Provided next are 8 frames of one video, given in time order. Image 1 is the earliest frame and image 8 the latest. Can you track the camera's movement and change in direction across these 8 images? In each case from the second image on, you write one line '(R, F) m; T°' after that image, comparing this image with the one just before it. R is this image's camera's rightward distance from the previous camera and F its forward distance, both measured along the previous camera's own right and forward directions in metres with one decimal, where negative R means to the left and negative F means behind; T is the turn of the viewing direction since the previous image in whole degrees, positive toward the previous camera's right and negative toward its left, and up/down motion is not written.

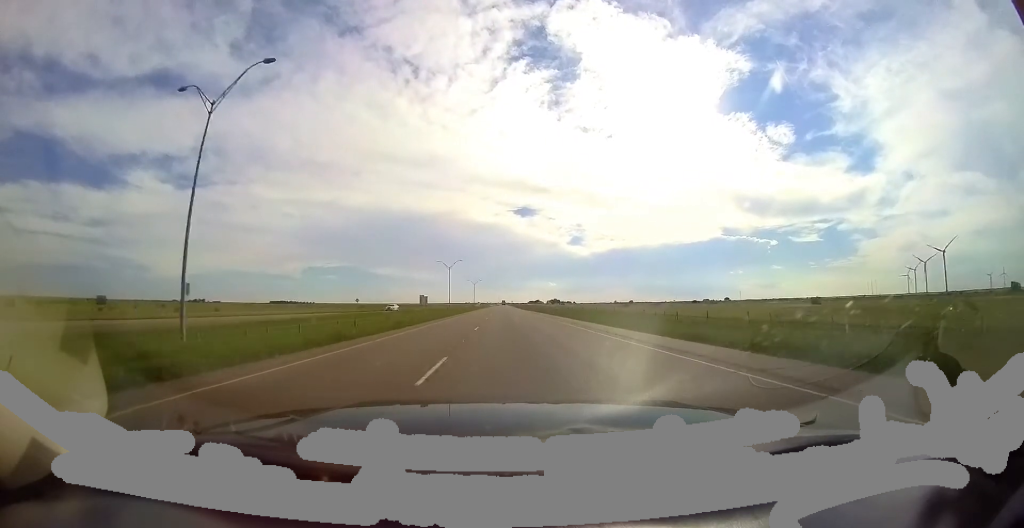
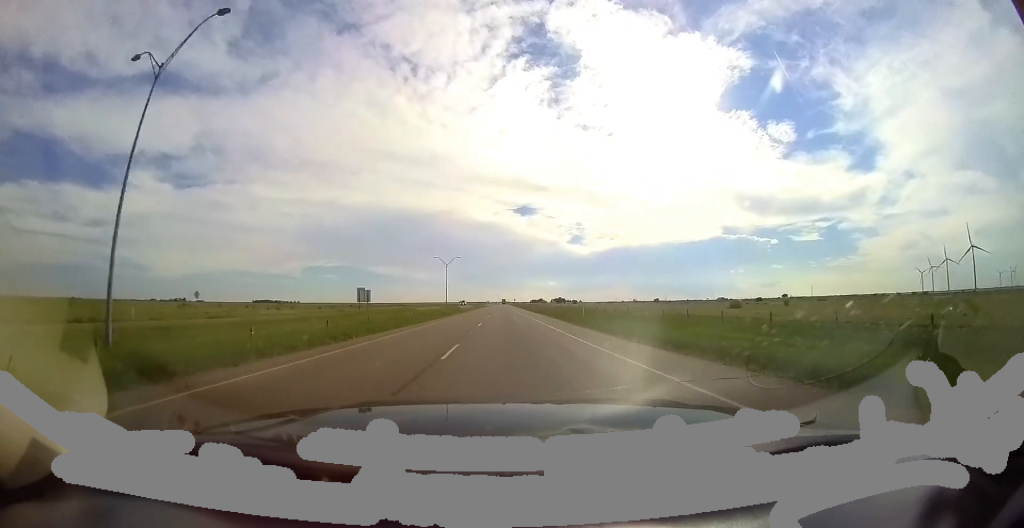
(+0.3, +71.1) m; 0°
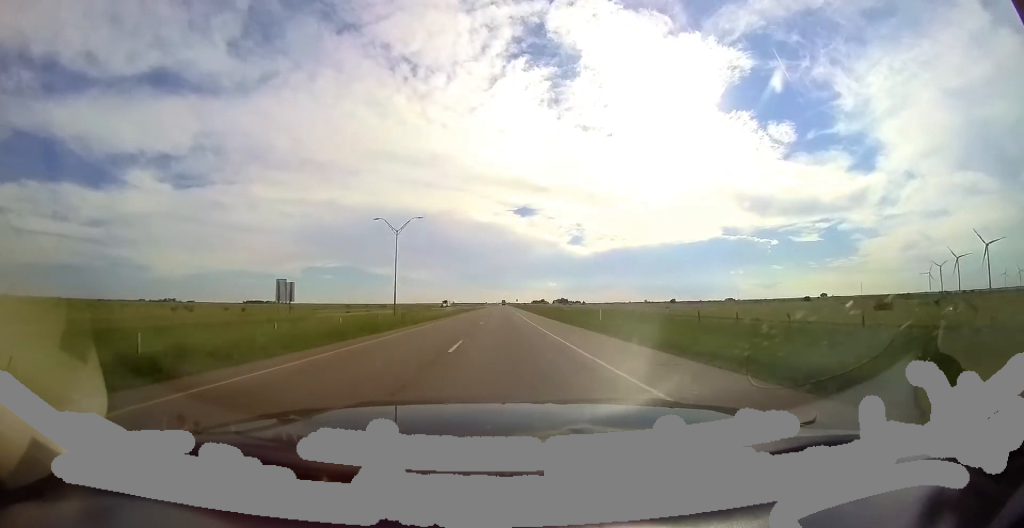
(0.0, +35.5) m; 0°
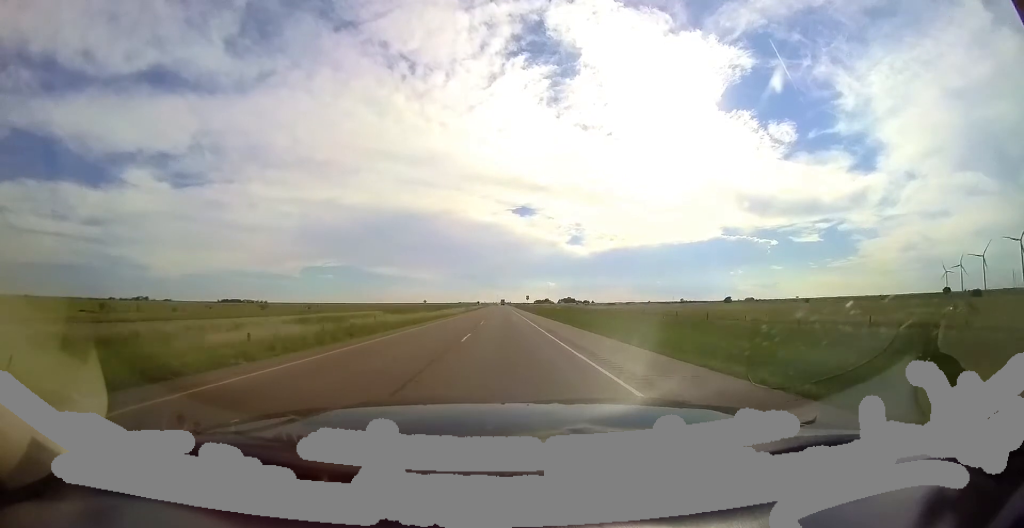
(0.0, +82.9) m; 0°
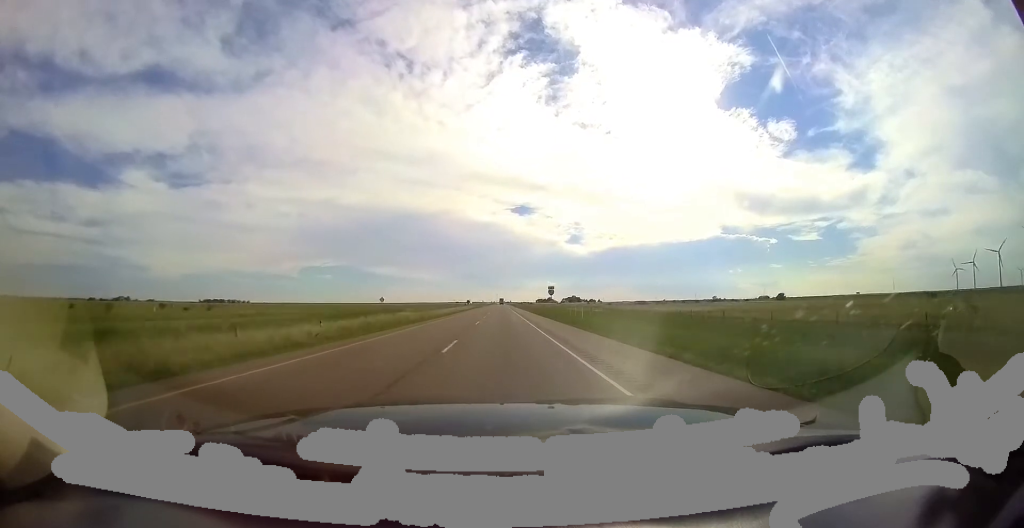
(0.0, +52.0) m; 0°
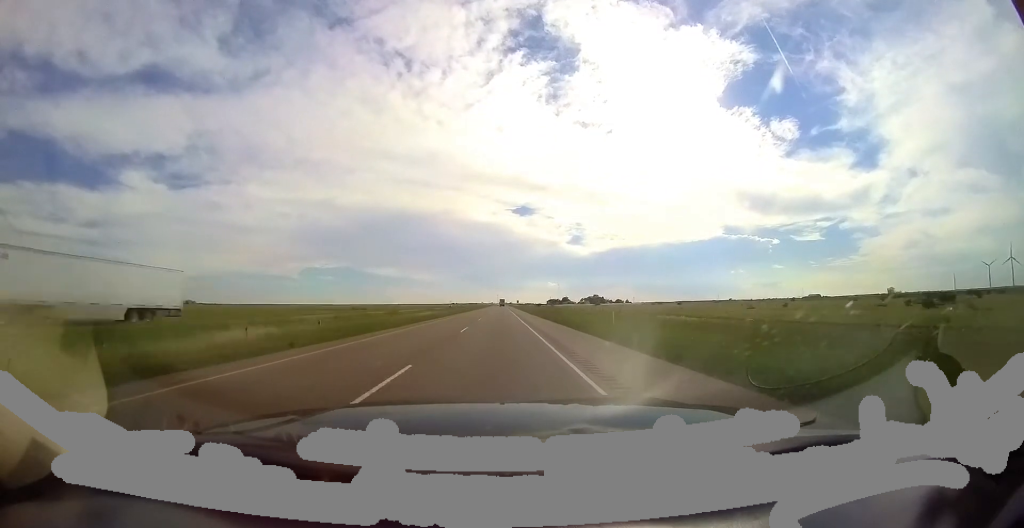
(-0.8, +139.8) m; -1°
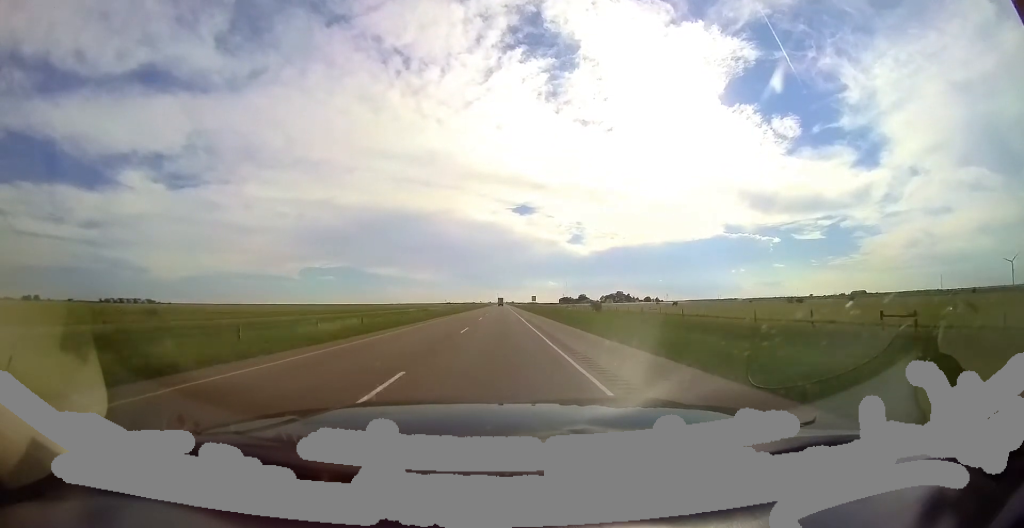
(0.0, +100.0) m; 0°
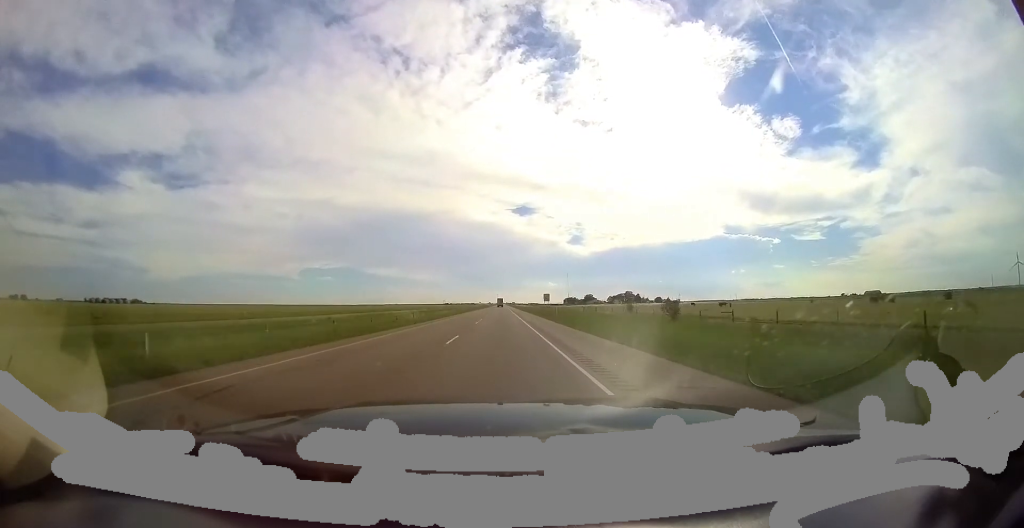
(+0.3, +28.6) m; 0°
